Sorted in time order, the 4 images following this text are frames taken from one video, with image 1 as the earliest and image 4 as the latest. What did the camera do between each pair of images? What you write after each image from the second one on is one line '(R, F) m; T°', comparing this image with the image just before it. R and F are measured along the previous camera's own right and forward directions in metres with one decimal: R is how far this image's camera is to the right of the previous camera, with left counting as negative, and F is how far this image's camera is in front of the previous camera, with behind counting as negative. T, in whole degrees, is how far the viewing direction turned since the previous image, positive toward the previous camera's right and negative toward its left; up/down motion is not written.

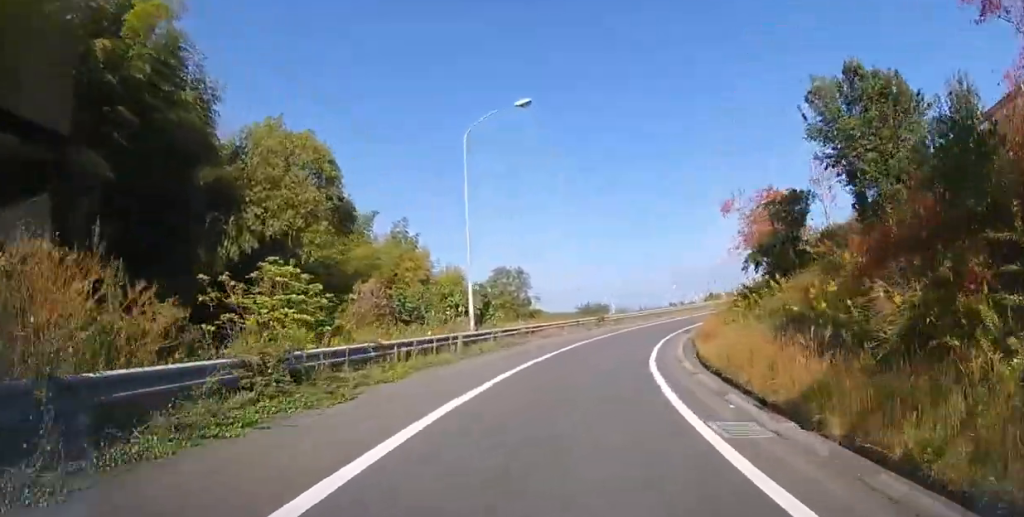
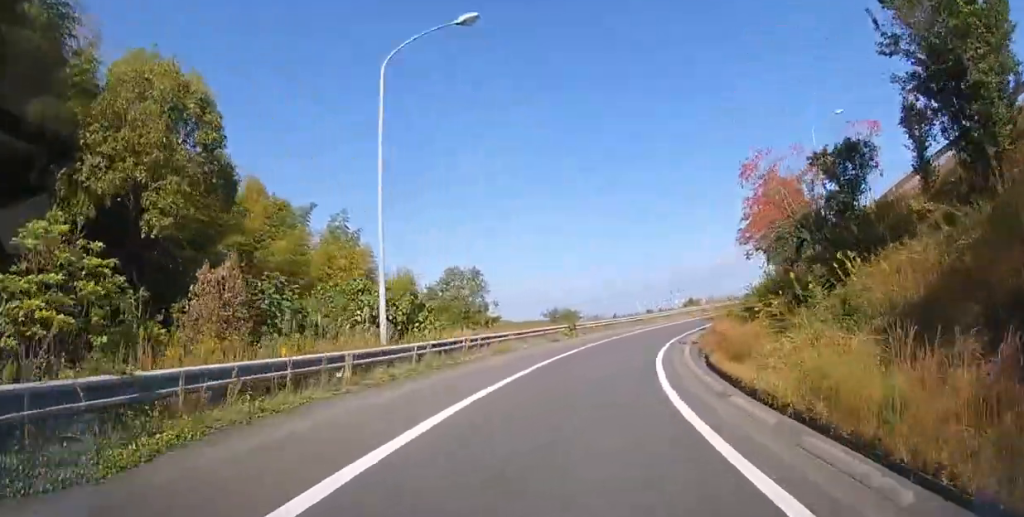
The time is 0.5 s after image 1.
(0.0, +7.0) m; 0°
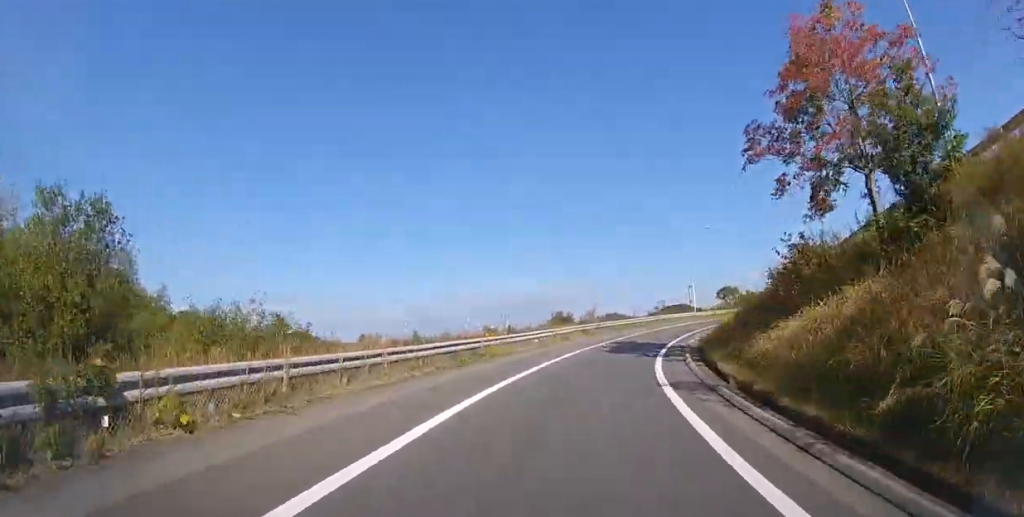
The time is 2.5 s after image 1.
(0.0, +26.3) m; +11°
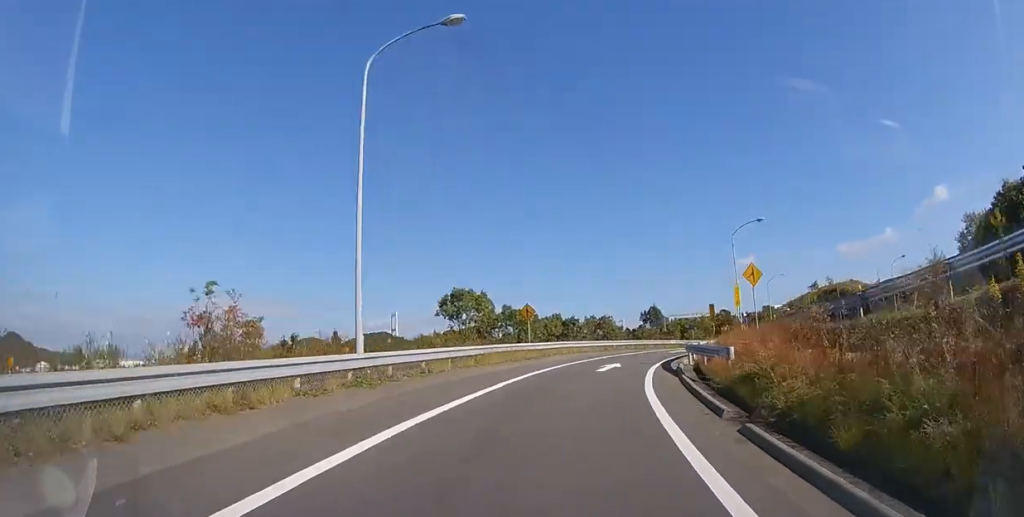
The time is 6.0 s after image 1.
(+19.1, +40.8) m; +43°
